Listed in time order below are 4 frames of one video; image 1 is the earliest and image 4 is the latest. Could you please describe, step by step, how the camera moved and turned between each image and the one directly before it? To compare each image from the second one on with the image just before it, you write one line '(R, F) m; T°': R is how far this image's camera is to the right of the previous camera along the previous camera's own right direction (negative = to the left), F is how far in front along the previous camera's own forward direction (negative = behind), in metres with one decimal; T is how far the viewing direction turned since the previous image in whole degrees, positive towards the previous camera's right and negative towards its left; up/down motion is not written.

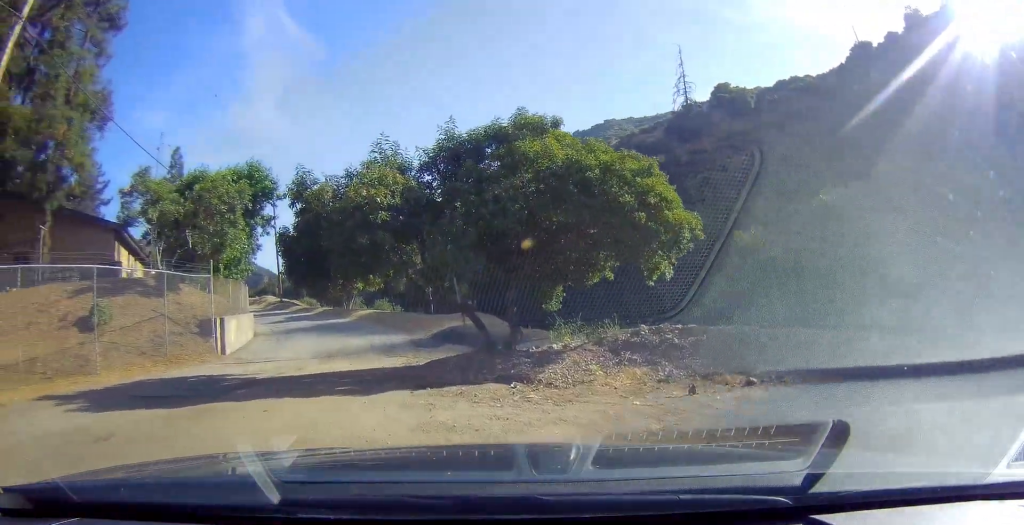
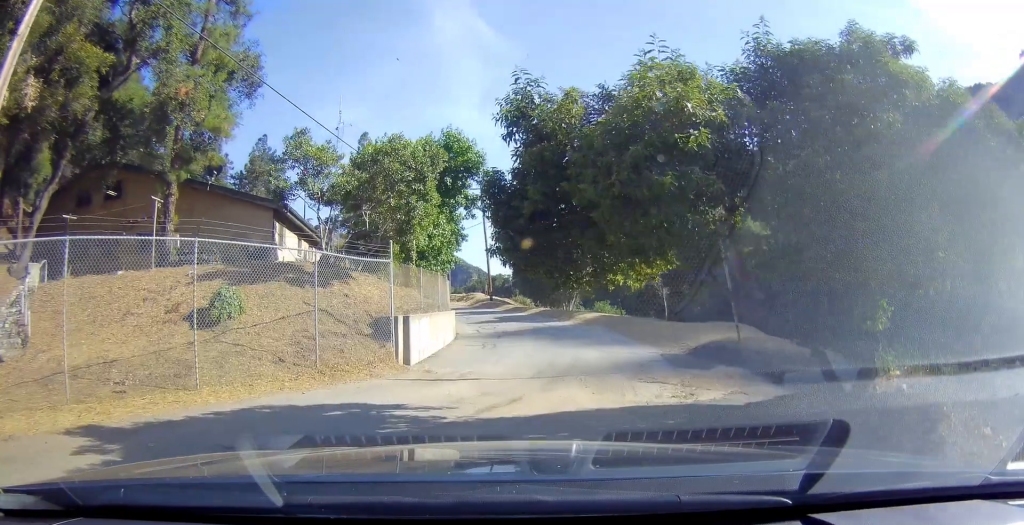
(-0.4, +2.4) m; -18°
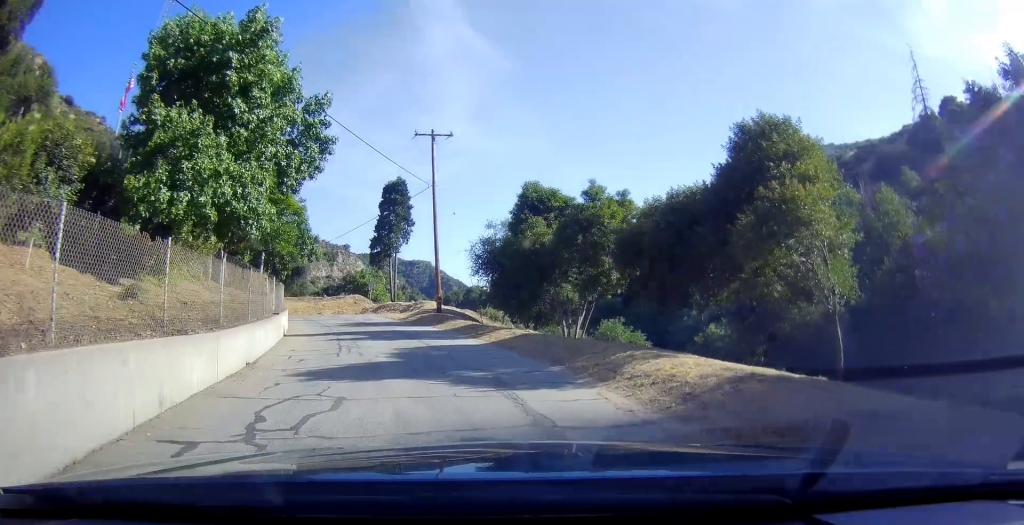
(-2.0, +19.9) m; +1°
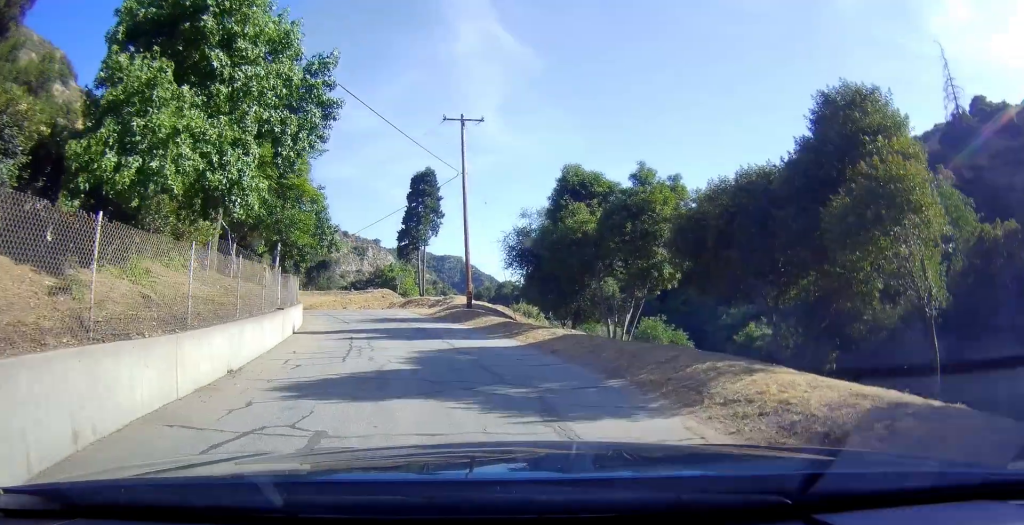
(+0.5, +2.4) m; +1°
